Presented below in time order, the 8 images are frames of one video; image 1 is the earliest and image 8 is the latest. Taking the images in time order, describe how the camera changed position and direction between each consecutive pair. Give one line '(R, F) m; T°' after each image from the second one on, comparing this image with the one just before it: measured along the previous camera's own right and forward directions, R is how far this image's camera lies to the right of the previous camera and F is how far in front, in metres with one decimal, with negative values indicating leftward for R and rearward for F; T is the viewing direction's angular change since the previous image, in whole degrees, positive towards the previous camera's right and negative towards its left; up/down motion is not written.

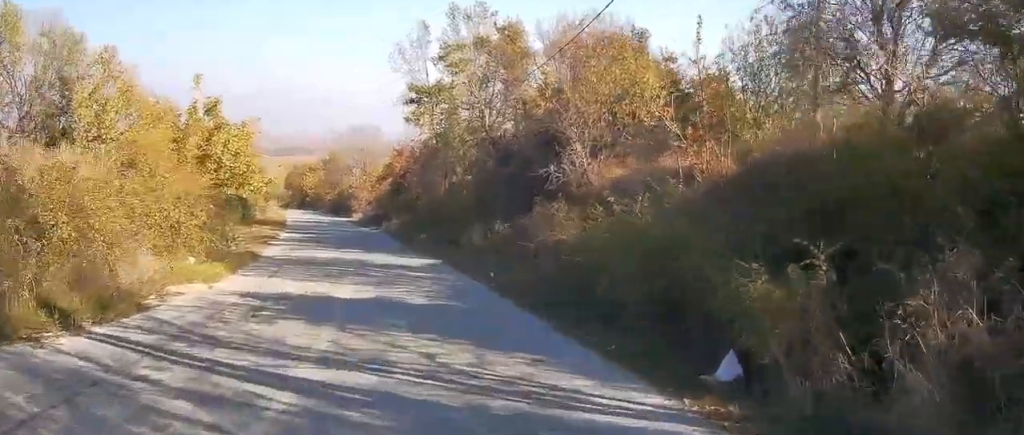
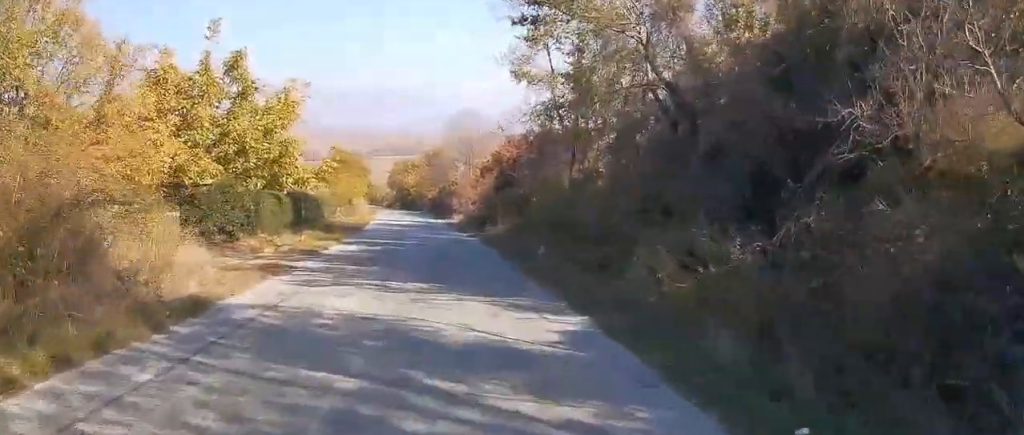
(-1.0, +12.4) m; -6°
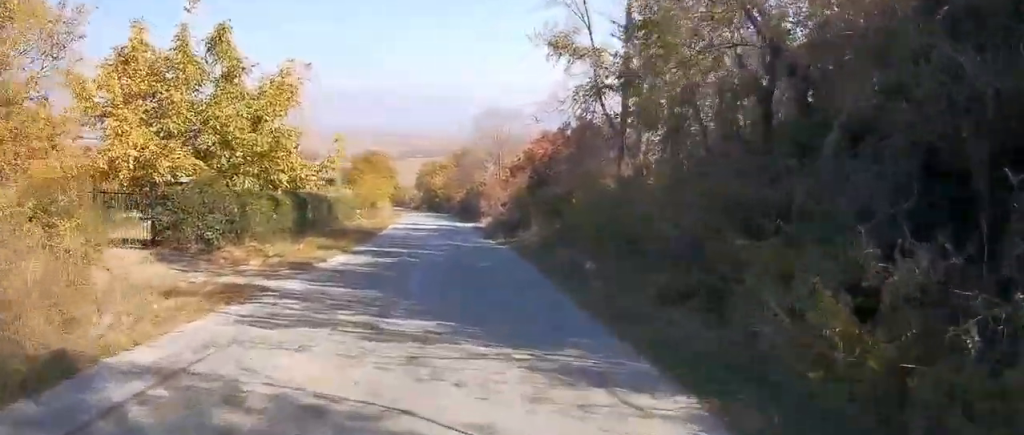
(+0.2, +4.6) m; -2°
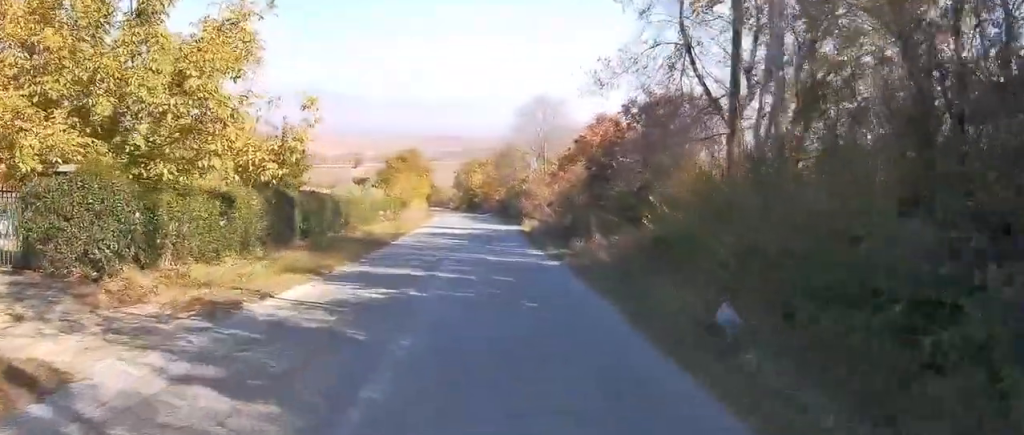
(-0.6, +8.5) m; -4°
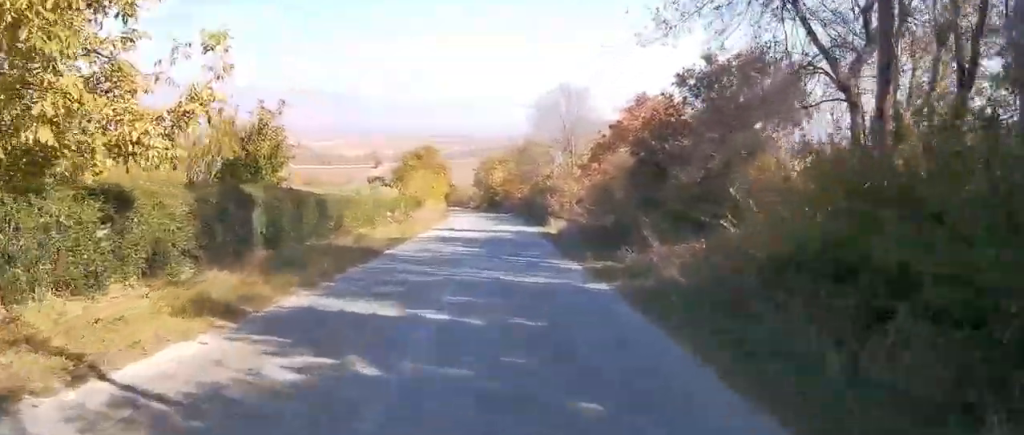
(-0.1, +6.5) m; -2°
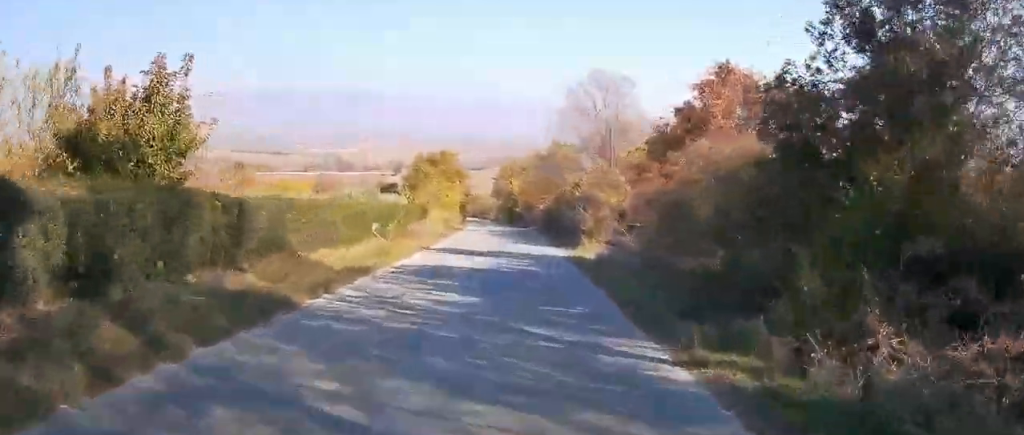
(-0.1, +10.8) m; -2°
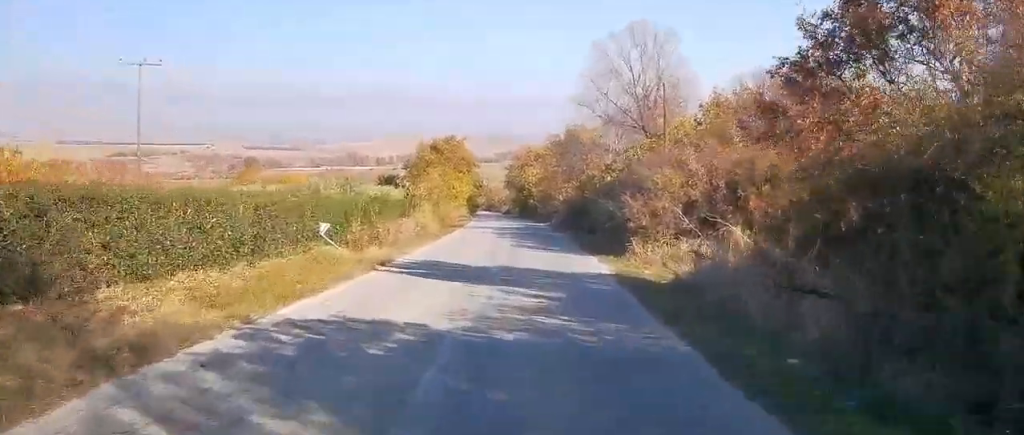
(-0.2, +12.6) m; -2°
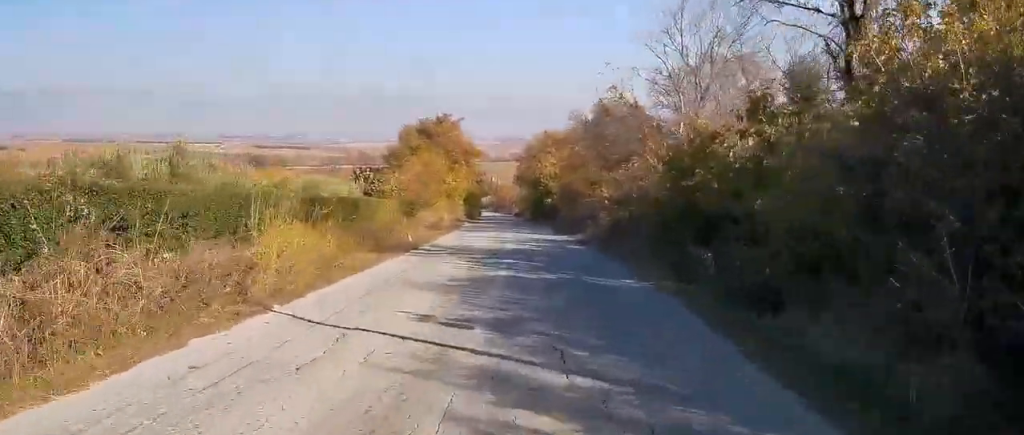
(-0.8, +26.1) m; -2°
